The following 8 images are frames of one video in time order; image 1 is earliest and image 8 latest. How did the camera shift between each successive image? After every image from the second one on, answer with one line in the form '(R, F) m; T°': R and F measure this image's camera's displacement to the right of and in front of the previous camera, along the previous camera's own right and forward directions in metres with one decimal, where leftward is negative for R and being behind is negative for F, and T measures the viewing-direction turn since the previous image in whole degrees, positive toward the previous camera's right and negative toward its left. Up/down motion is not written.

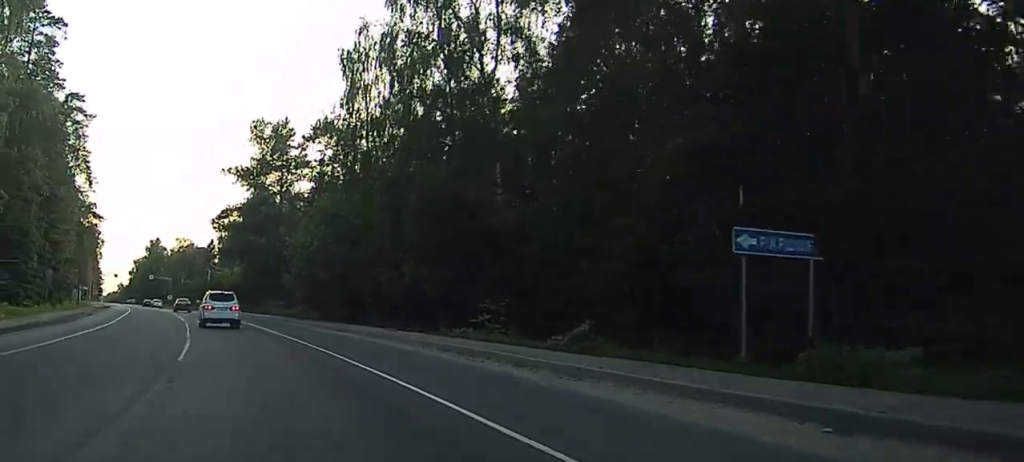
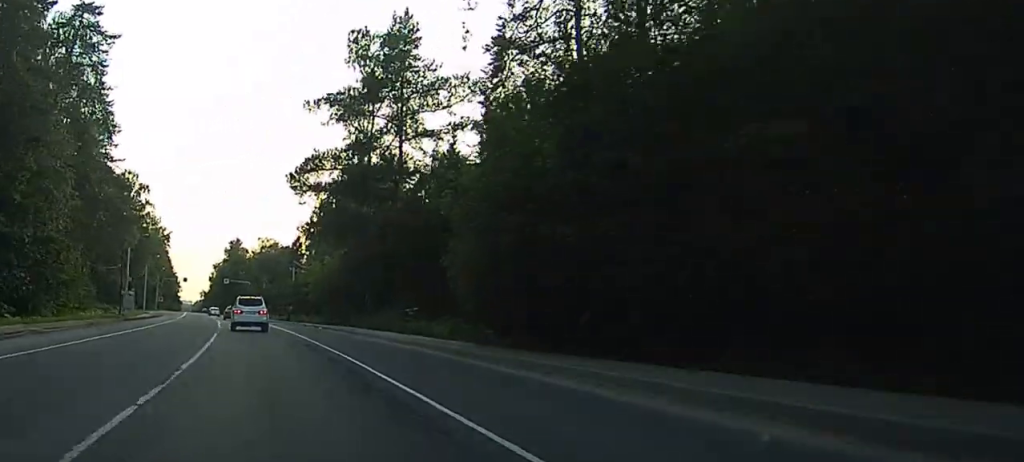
(-4.8, +34.0) m; -12°
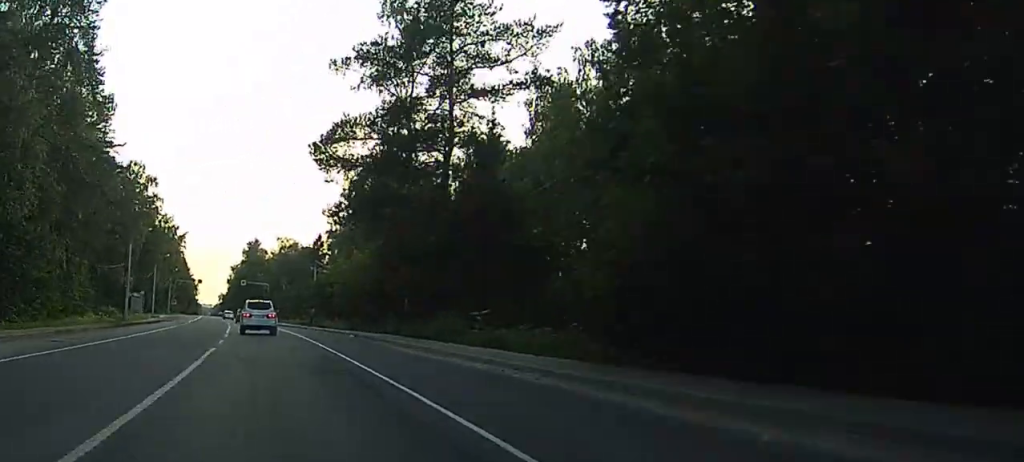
(-1.3, +10.6) m; +3°
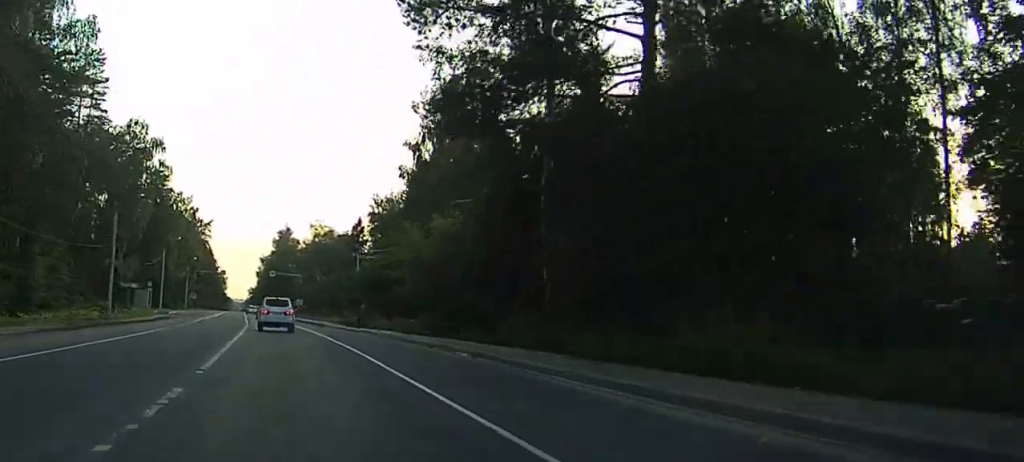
(+3.4, +21.2) m; +2°
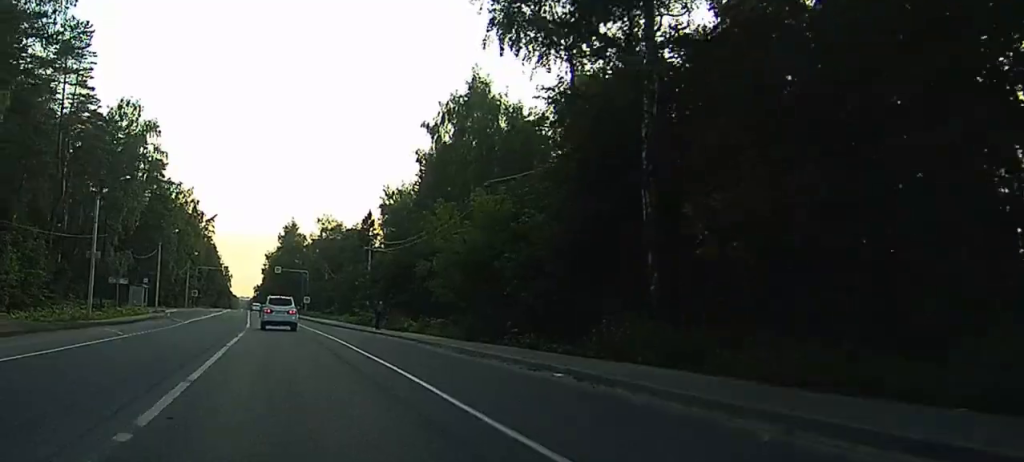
(-0.7, +8.0) m; -5°
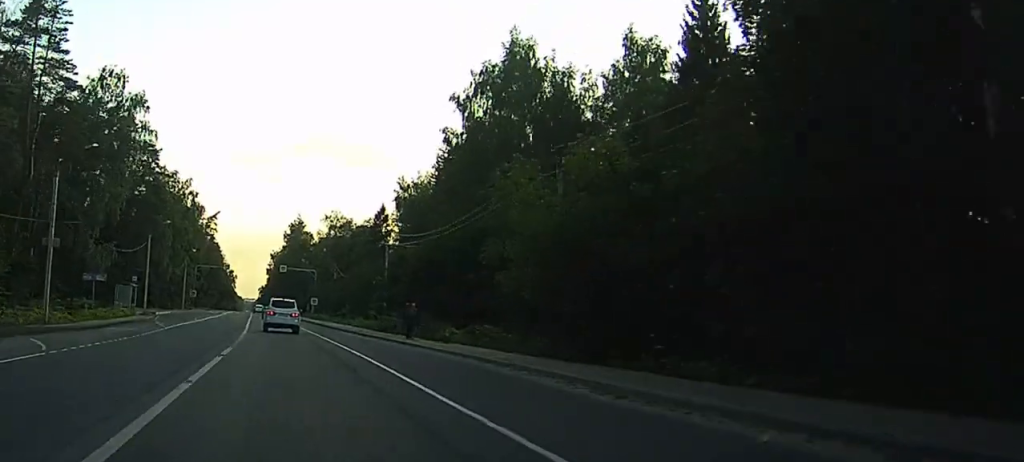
(-0.3, +11.5) m; -1°
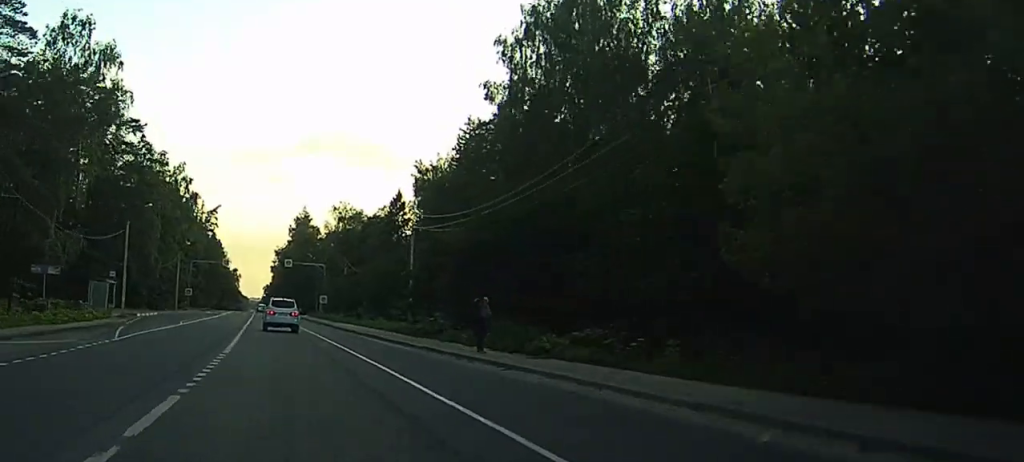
(0.0, +14.3) m; 0°
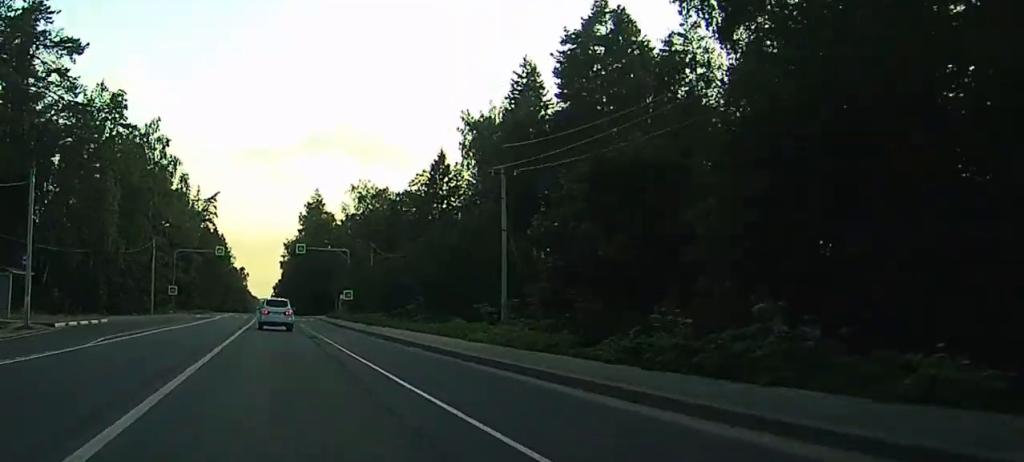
(0.0, +28.4) m; -2°
